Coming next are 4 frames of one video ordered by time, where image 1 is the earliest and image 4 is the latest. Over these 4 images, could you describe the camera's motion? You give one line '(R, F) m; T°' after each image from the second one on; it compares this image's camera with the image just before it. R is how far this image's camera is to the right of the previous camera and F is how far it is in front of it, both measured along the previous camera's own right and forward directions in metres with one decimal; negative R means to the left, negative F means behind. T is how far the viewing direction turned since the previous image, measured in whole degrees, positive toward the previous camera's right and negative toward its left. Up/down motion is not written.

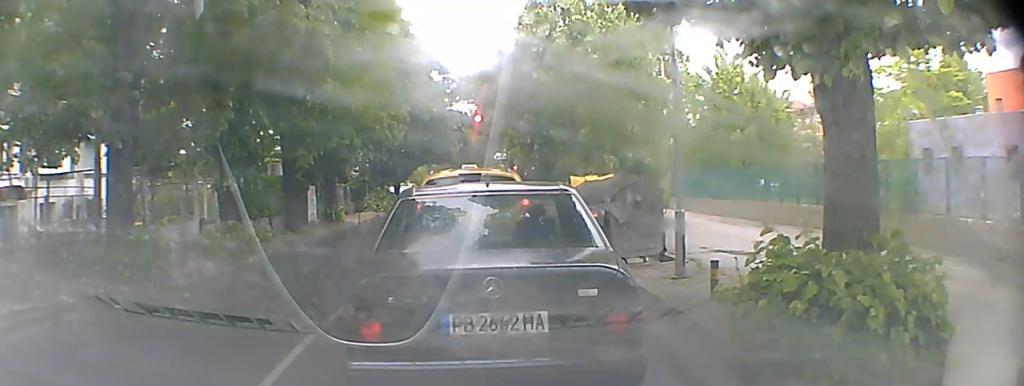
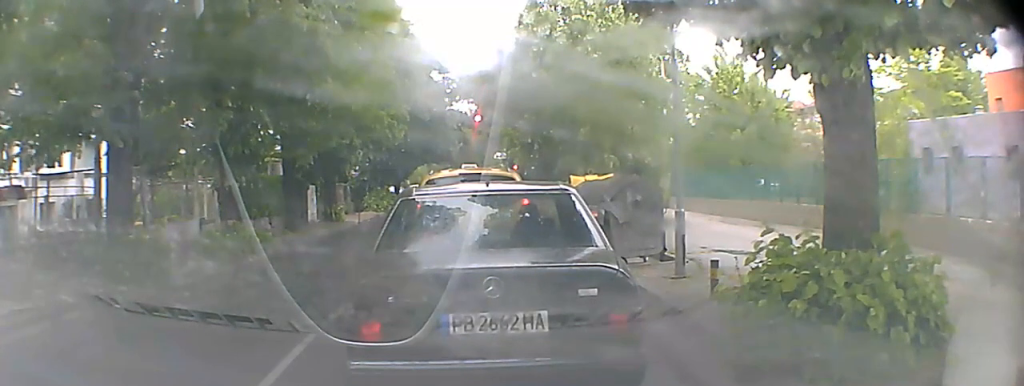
(0.0, 0.0) m; 0°
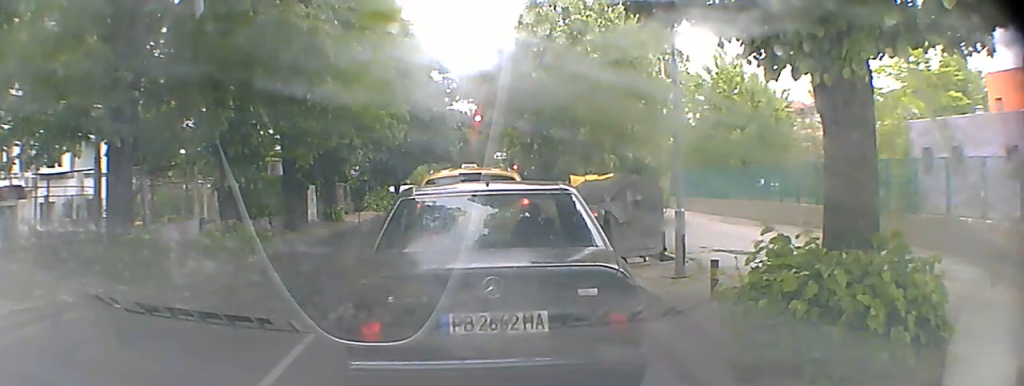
(0.0, 0.0) m; 0°
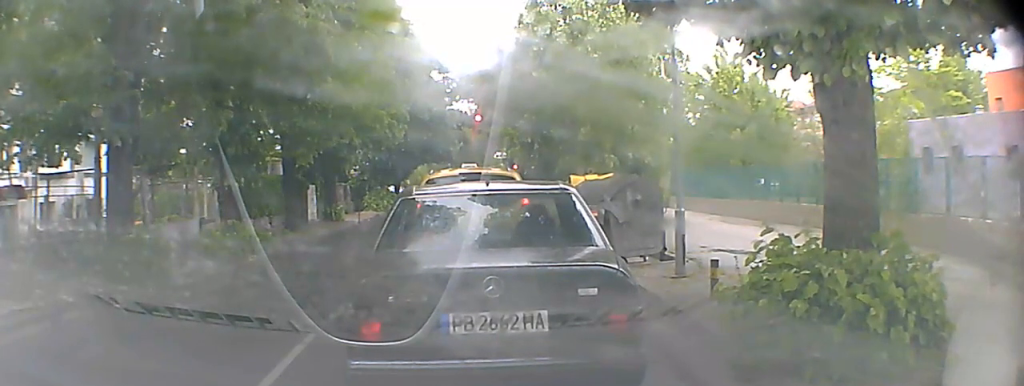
(0.0, 0.0) m; 0°
